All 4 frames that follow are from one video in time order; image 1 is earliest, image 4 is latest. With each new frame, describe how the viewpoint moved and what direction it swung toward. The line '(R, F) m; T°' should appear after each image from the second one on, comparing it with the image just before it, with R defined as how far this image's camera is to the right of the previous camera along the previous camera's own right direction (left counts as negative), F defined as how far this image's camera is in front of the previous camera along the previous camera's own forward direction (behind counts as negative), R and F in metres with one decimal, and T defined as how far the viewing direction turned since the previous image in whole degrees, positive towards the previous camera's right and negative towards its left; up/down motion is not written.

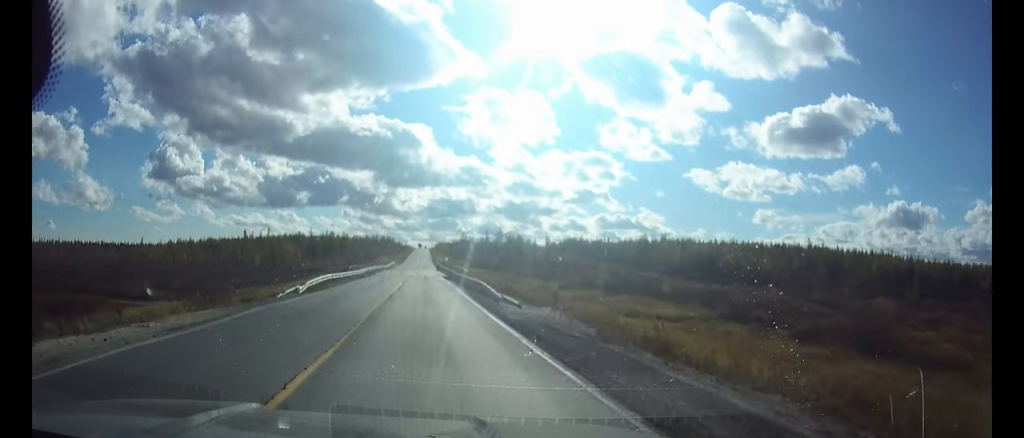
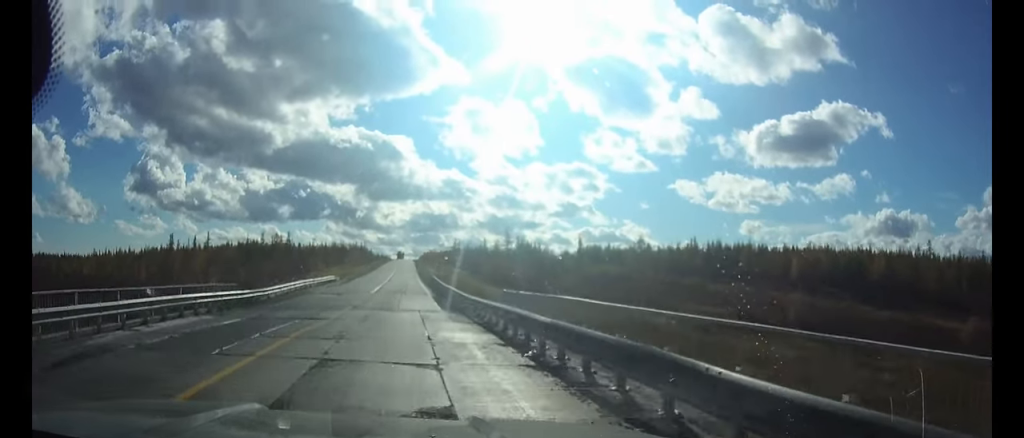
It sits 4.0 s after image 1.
(+0.7, +73.6) m; 0°
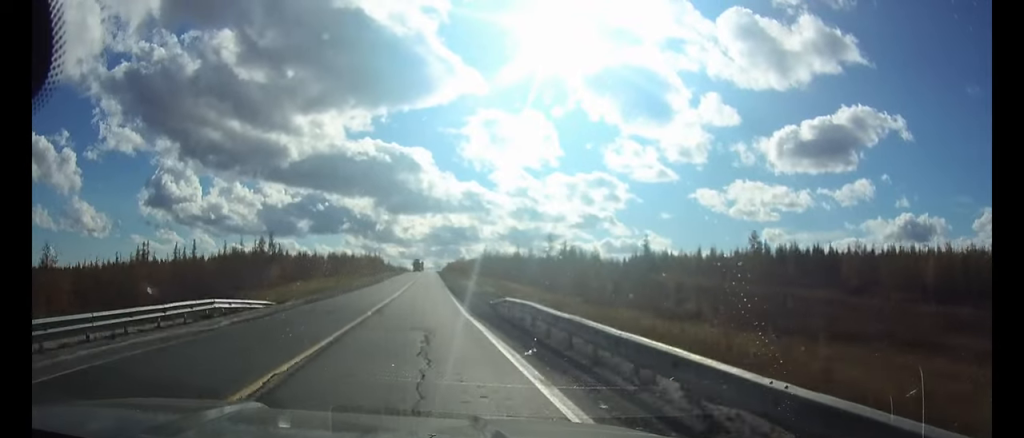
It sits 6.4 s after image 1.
(-0.6, +41.9) m; -1°
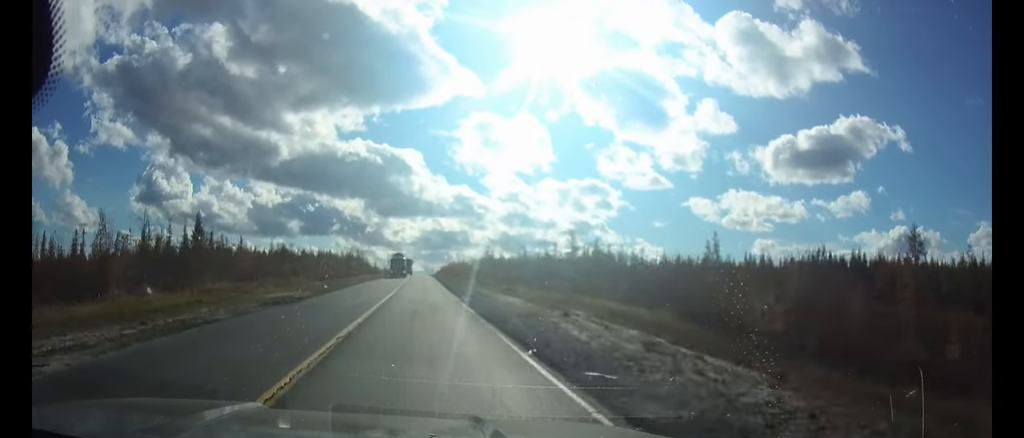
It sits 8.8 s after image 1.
(+0.4, +38.8) m; +1°
